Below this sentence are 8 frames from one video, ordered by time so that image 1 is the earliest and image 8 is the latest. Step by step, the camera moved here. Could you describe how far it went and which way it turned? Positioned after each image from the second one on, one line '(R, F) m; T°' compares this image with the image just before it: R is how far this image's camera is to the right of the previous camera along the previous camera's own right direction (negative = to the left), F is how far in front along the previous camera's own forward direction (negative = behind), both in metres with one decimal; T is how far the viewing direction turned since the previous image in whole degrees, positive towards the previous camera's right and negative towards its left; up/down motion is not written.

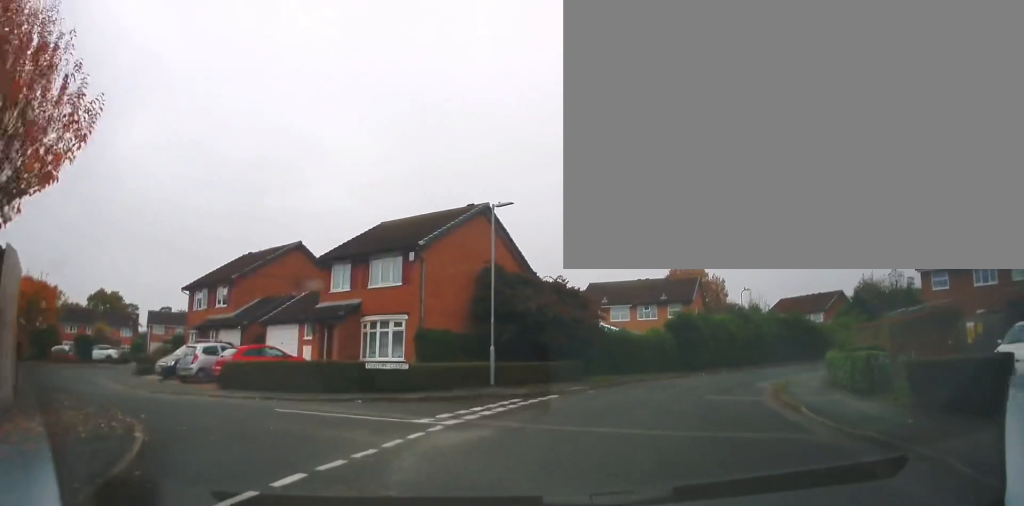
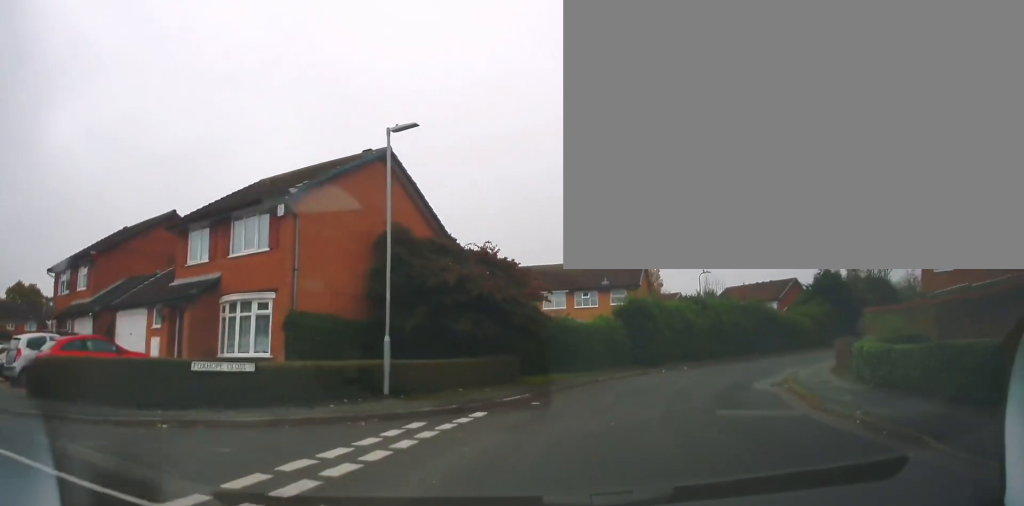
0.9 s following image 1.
(+0.3, +6.5) m; +7°
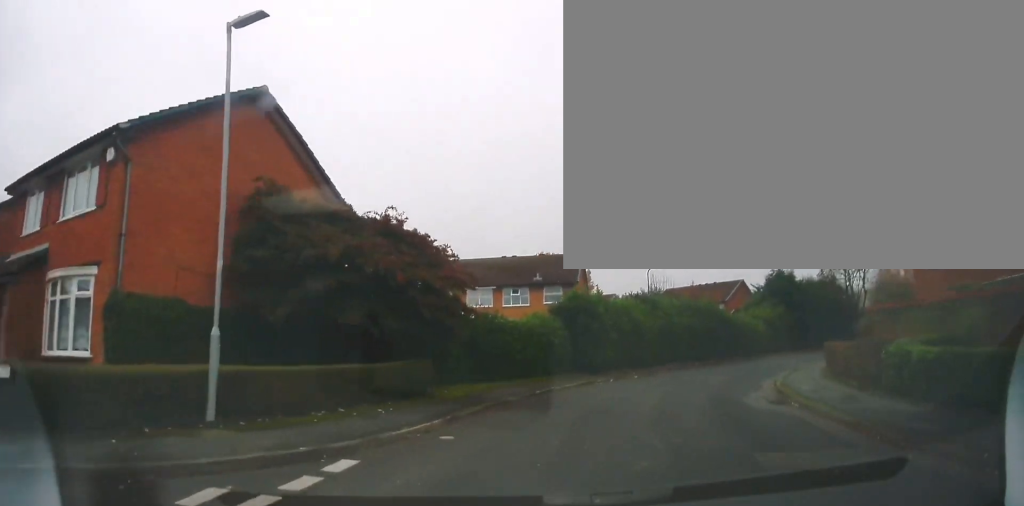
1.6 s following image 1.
(+0.3, +5.2) m; +7°
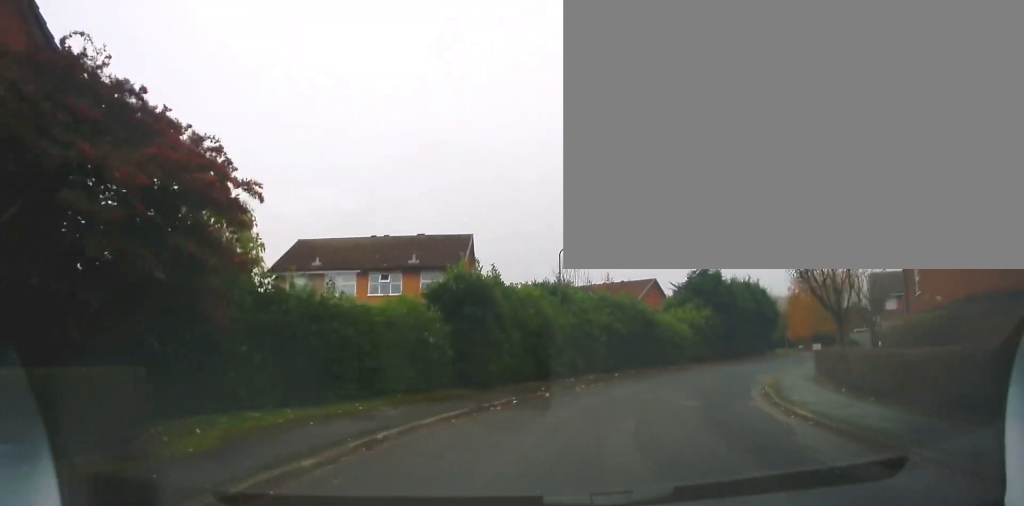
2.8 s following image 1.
(+0.8, +8.2) m; +9°
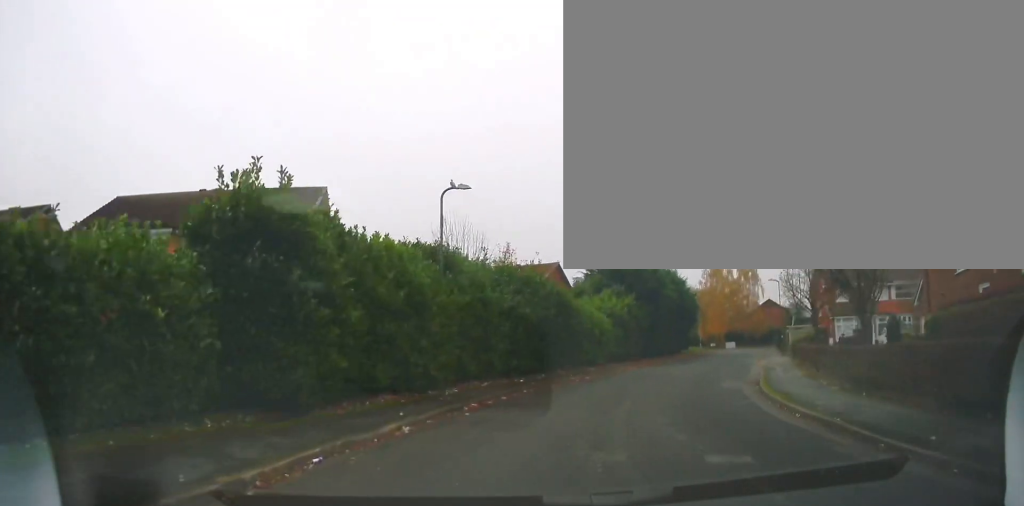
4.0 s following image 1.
(+0.6, +8.8) m; +13°
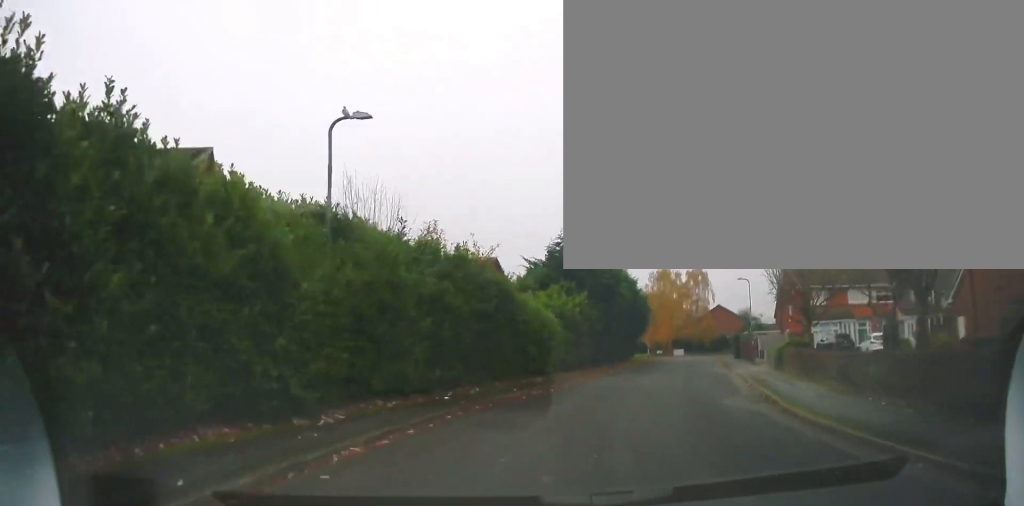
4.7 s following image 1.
(+0.5, +5.4) m; +8°
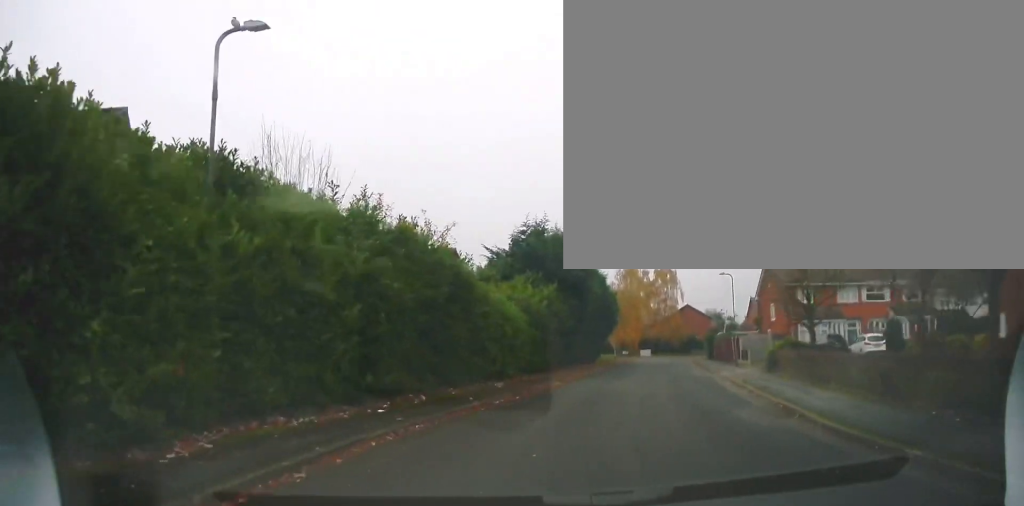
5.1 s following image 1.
(+0.3, +3.5) m; +4°
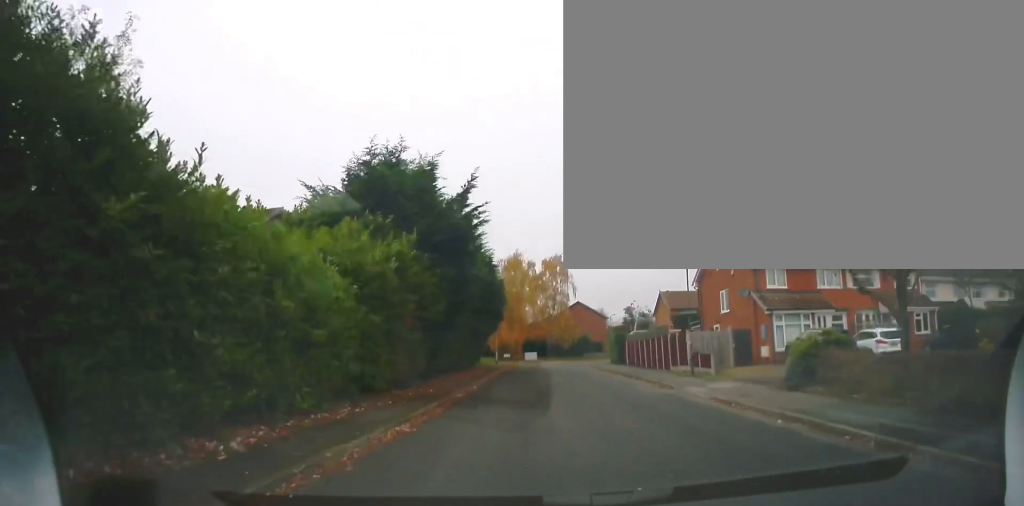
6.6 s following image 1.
(+0.7, +12.4) m; +8°
